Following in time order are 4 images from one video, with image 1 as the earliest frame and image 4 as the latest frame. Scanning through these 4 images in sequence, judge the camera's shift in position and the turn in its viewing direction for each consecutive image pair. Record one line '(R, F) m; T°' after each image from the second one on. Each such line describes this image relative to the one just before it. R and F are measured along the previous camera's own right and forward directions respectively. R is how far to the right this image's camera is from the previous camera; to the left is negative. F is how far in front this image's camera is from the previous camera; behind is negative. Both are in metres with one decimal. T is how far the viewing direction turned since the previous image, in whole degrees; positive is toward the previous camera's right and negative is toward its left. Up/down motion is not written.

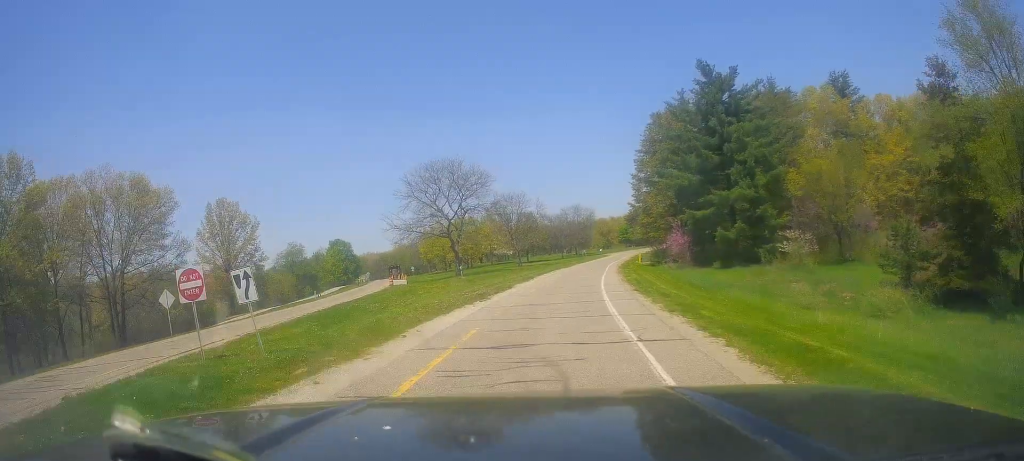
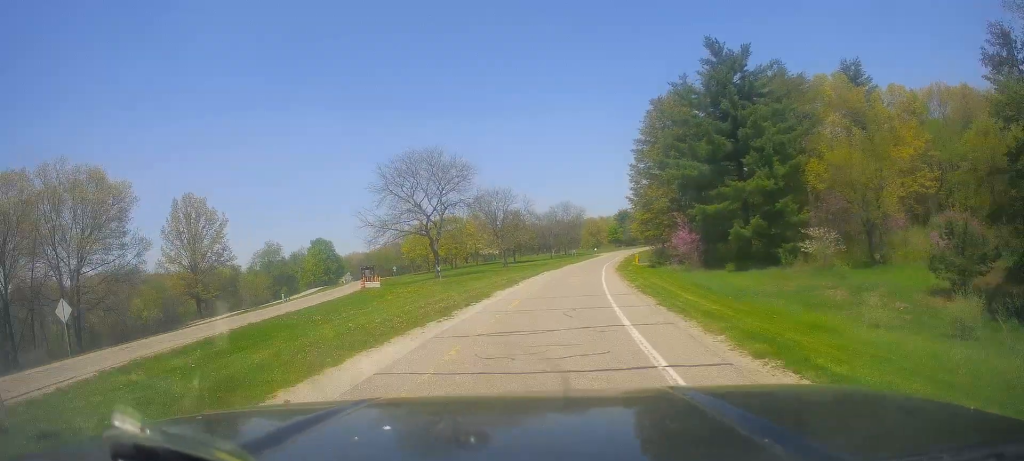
(0.0, +7.3) m; +1°
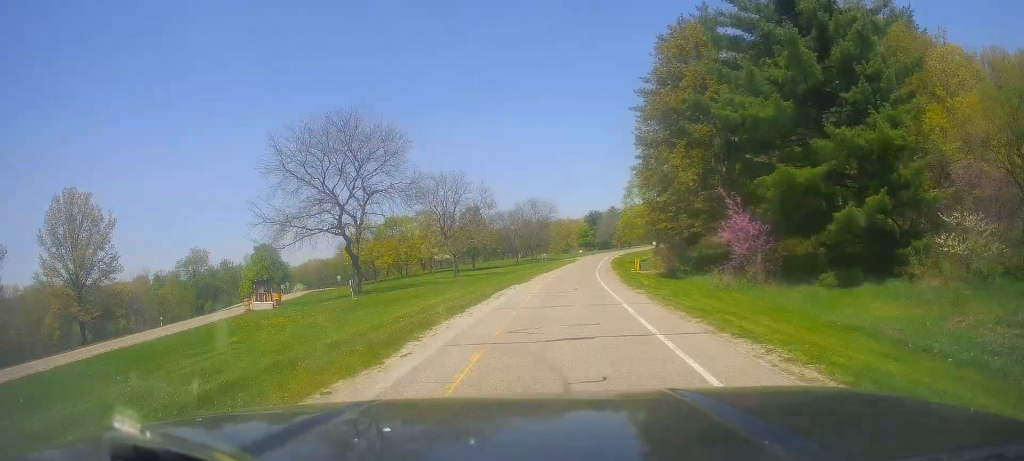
(+1.7, +21.8) m; +7°
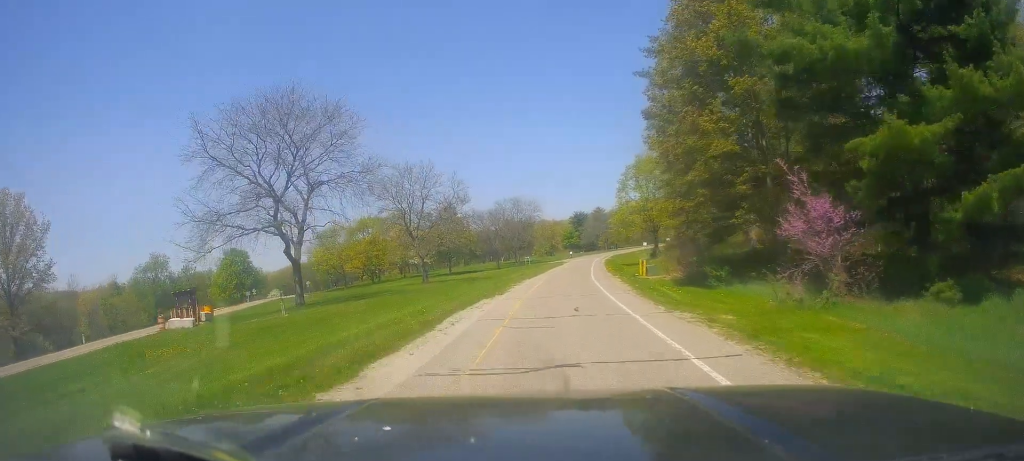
(+0.2, +10.2) m; +1°
